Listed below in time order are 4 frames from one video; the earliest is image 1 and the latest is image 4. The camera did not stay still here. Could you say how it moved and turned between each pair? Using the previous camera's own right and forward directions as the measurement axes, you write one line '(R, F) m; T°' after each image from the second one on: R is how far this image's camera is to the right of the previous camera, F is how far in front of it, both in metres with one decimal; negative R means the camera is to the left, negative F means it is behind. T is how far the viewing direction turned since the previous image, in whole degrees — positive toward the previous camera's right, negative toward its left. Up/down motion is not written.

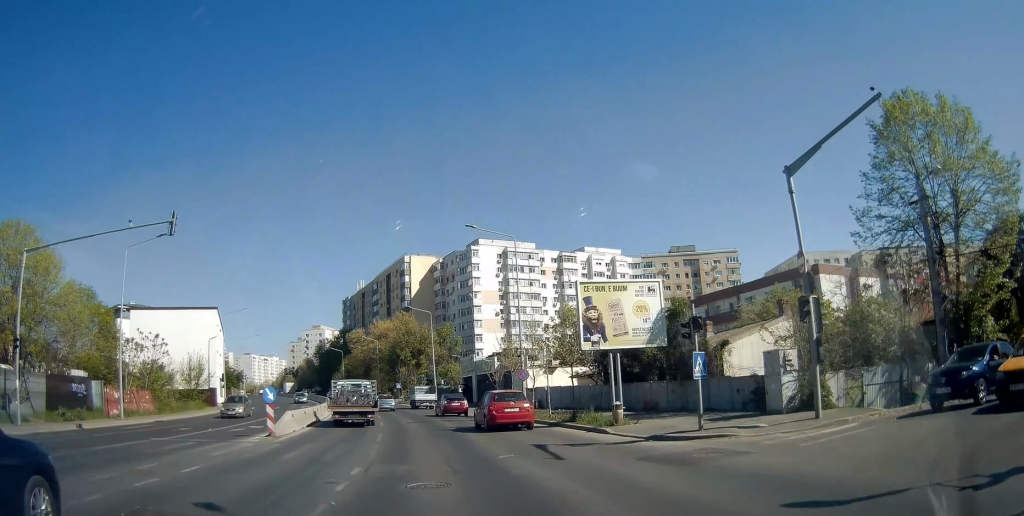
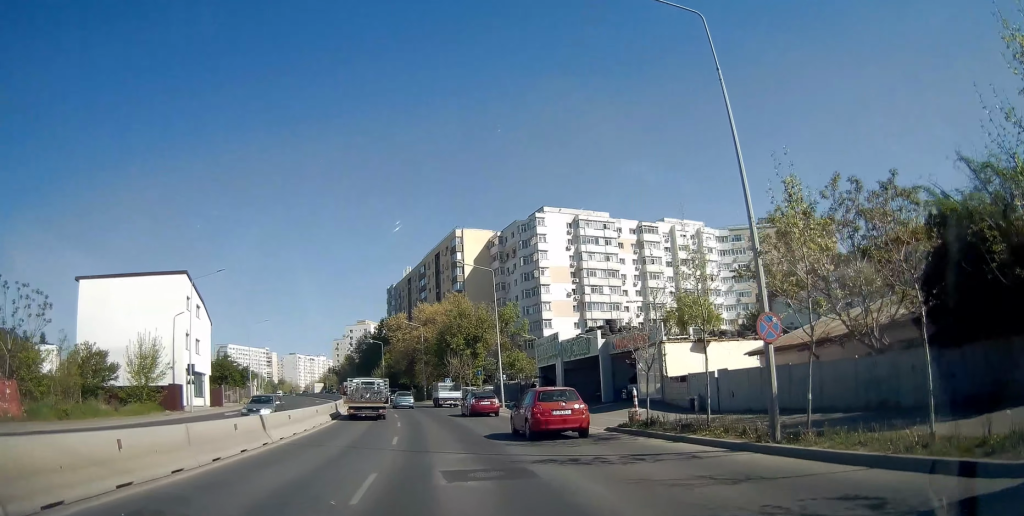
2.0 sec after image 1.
(-1.0, +20.0) m; -5°
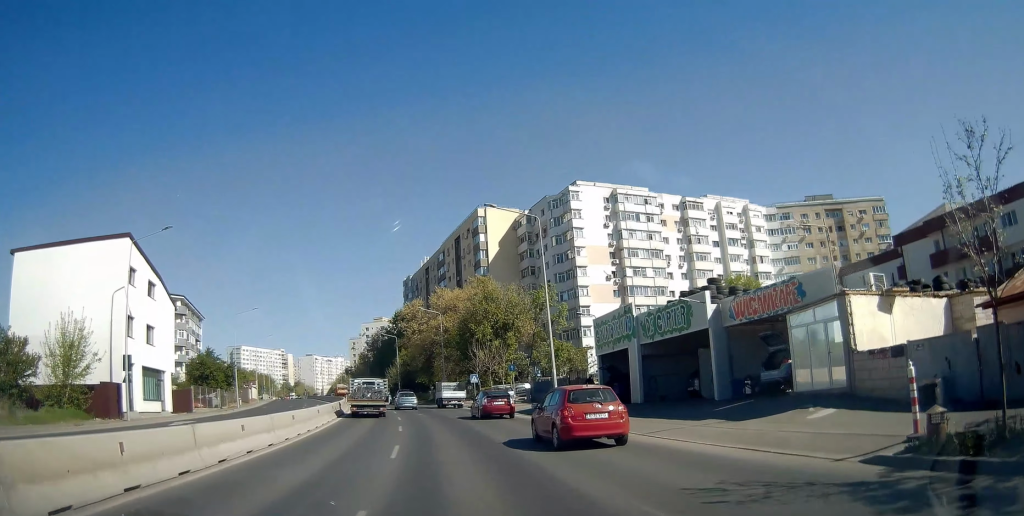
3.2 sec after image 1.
(-0.2, +12.3) m; -2°
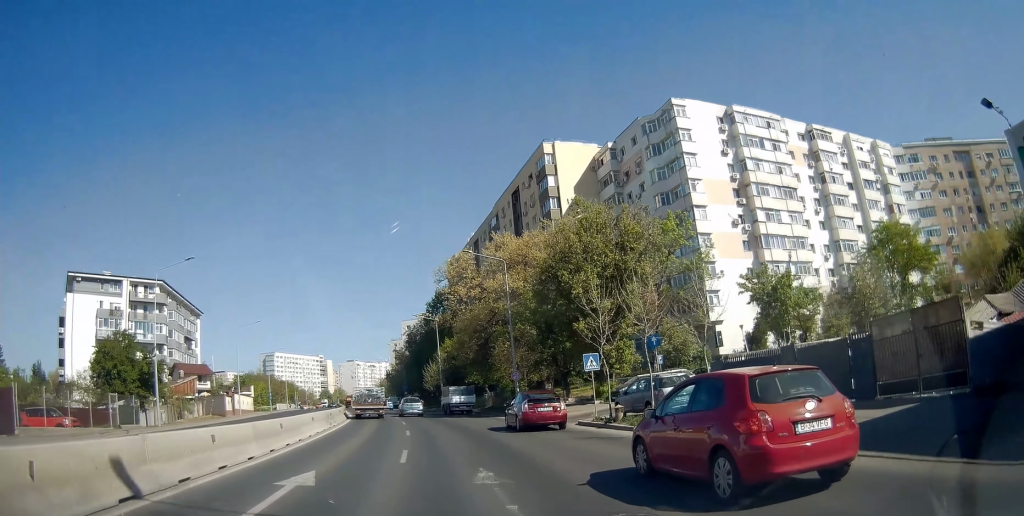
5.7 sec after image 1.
(-1.4, +27.0) m; -5°
